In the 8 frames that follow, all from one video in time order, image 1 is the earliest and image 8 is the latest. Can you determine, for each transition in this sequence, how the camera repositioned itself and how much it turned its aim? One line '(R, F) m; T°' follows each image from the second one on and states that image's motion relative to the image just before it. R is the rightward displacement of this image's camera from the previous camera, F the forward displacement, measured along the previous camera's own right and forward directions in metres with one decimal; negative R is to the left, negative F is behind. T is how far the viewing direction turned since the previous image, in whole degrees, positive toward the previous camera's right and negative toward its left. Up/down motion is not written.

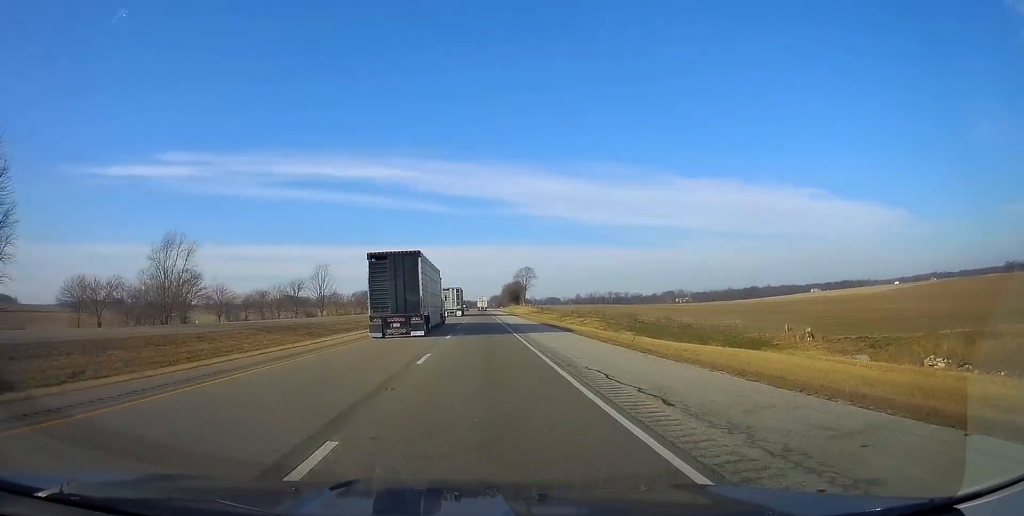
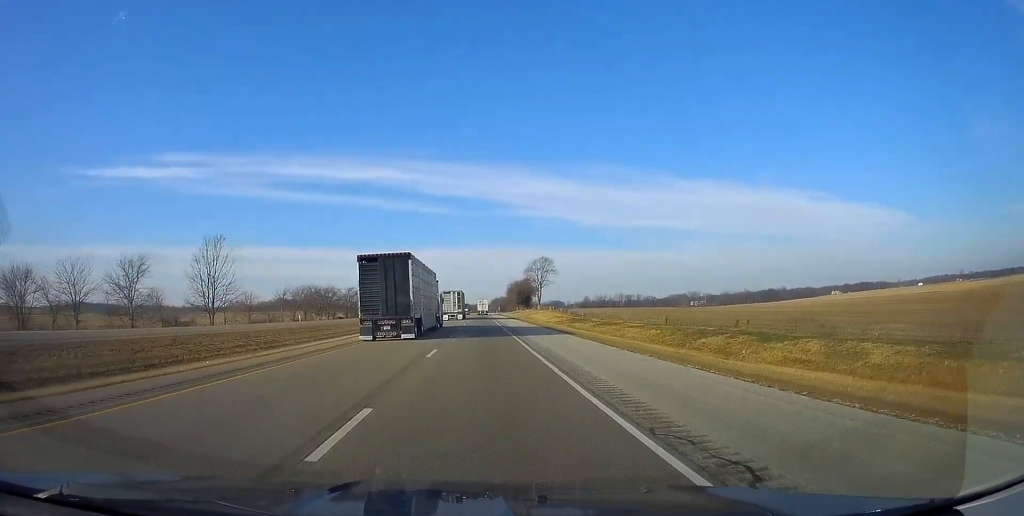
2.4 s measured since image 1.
(0.0, +82.8) m; 0°
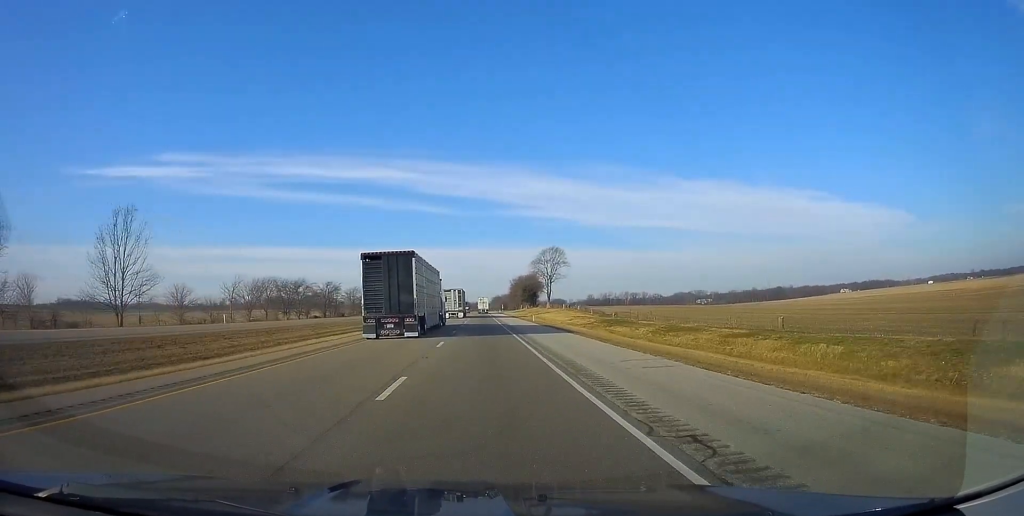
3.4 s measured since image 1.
(-0.1, +32.9) m; 0°
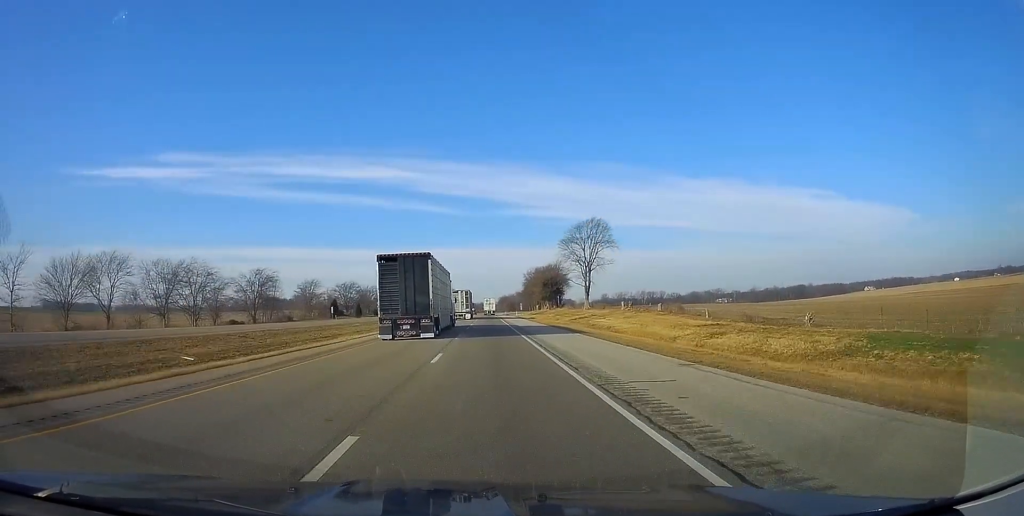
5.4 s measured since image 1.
(-0.4, +67.1) m; 0°
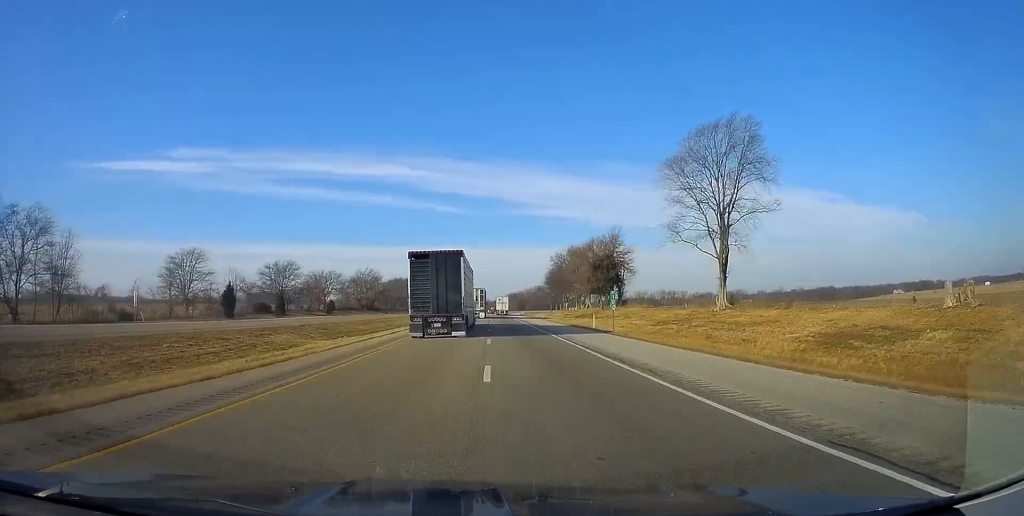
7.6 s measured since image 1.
(0.0, +77.3) m; 0°
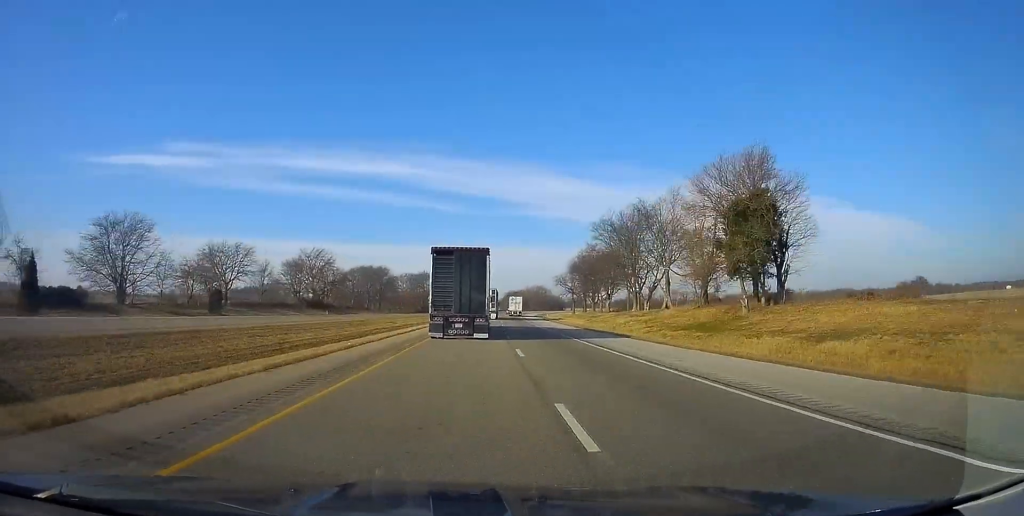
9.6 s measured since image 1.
(+0.2, +65.7) m; +1°
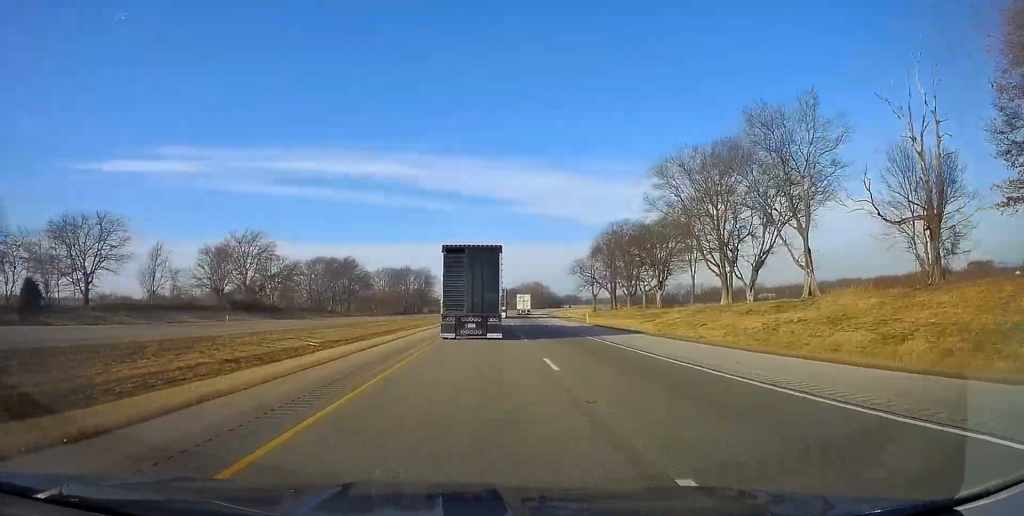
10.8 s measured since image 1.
(-0.1, +40.5) m; +1°
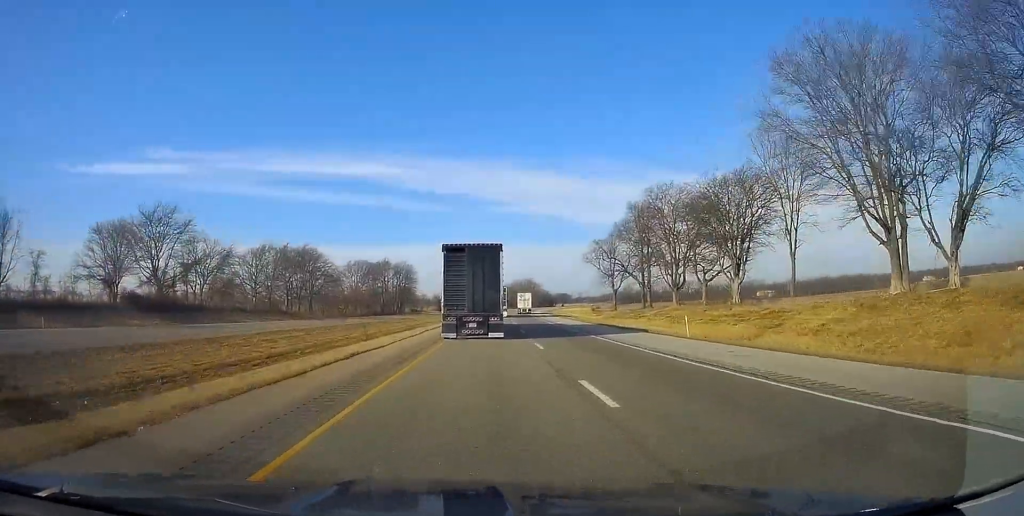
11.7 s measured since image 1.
(+0.5, +30.2) m; +1°
